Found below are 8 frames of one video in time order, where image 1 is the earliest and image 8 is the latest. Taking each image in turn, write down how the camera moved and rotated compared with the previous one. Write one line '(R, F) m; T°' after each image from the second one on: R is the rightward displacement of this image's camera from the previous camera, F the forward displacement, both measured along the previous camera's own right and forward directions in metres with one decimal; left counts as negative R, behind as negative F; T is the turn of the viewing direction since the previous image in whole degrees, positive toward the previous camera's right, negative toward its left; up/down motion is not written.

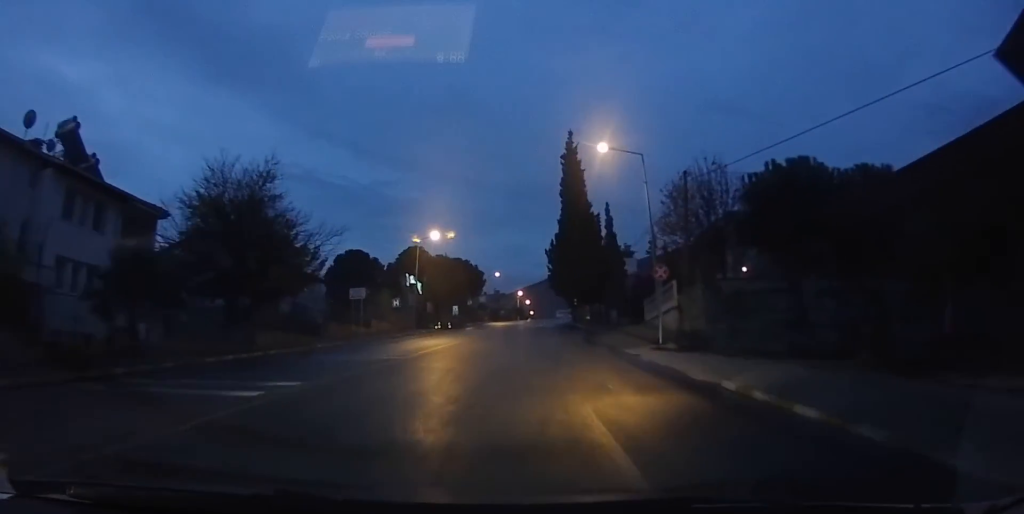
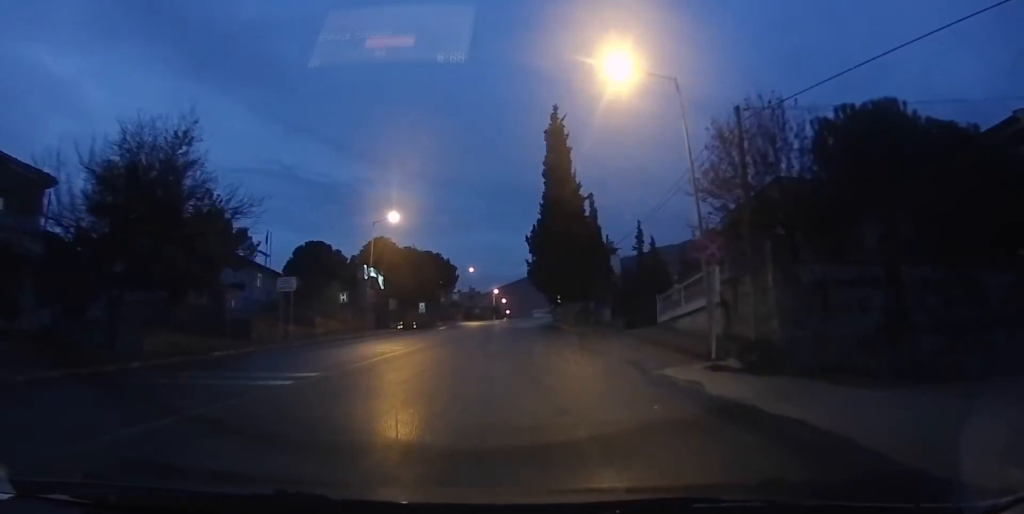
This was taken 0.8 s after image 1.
(+0.1, +7.3) m; +3°
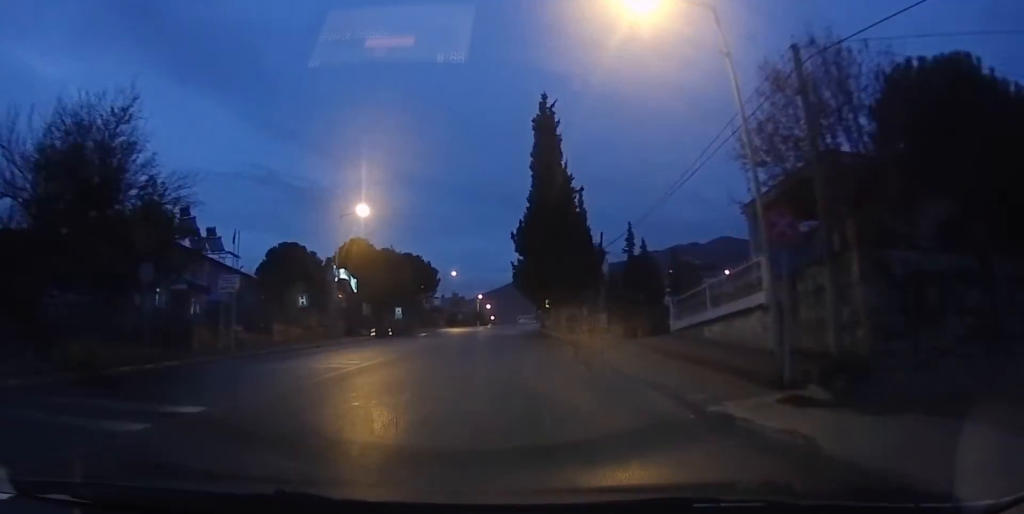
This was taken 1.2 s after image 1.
(-0.1, +4.4) m; +2°
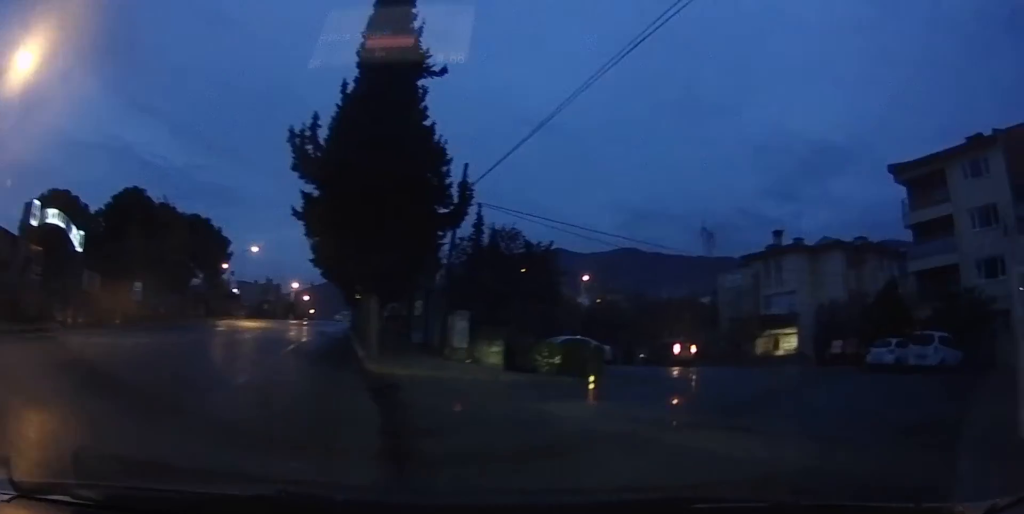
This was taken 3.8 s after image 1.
(+2.5, +18.8) m; +19°
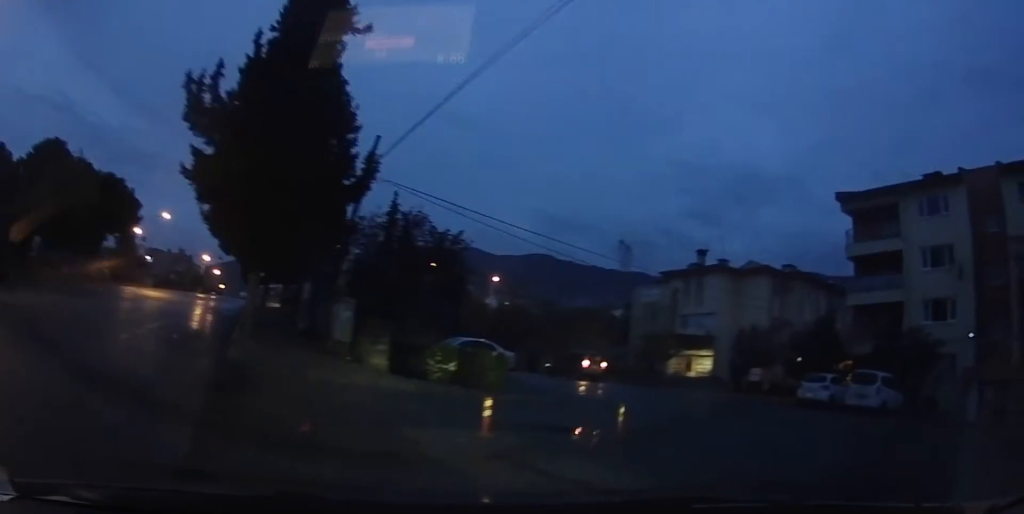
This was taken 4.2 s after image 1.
(-0.1, +2.6) m; +8°
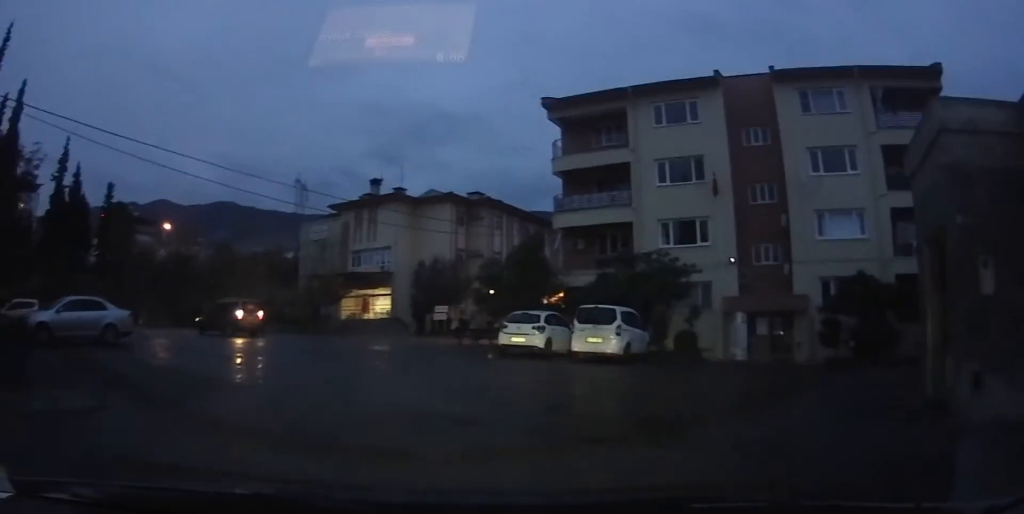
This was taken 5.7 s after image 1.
(+2.1, +7.2) m; +22°
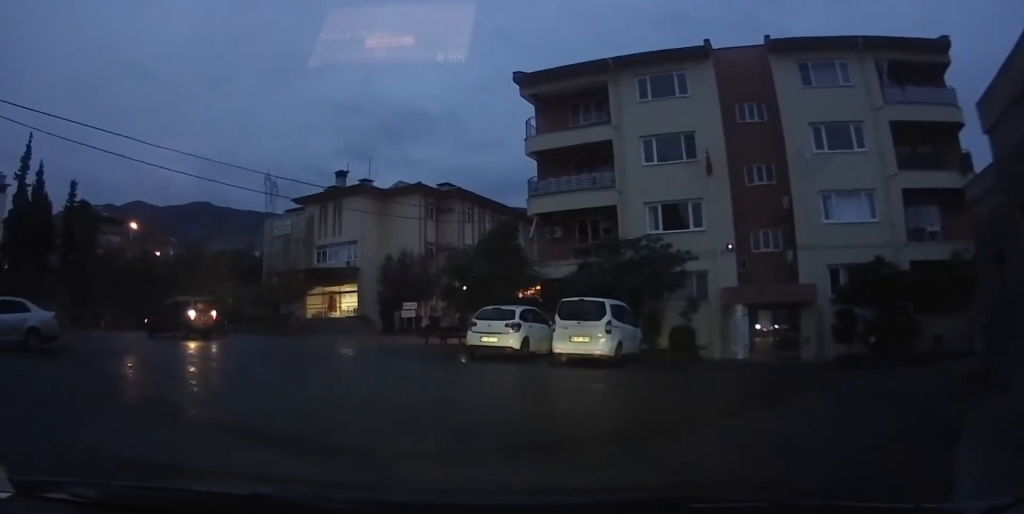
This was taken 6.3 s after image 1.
(0.0, +2.5) m; +1°
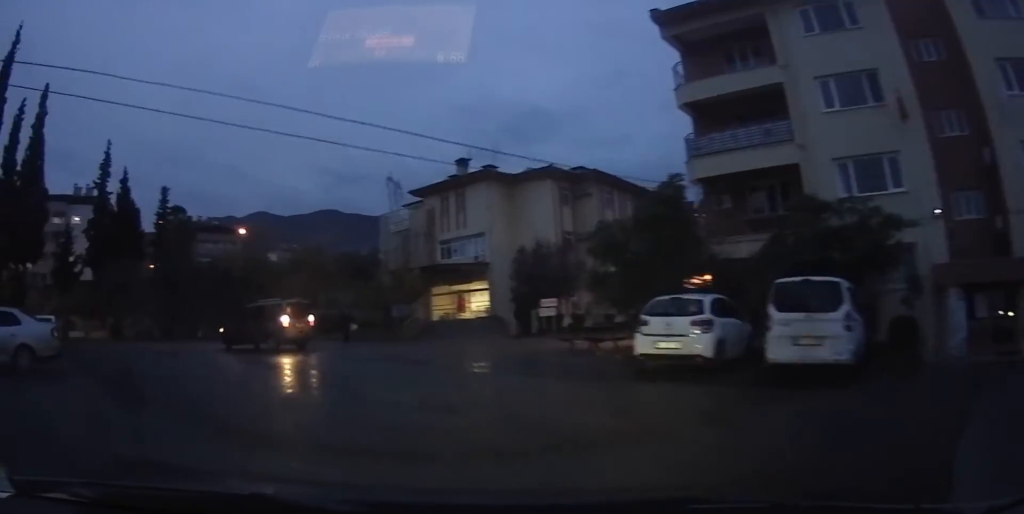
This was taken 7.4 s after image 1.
(0.0, +4.9) m; -11°
